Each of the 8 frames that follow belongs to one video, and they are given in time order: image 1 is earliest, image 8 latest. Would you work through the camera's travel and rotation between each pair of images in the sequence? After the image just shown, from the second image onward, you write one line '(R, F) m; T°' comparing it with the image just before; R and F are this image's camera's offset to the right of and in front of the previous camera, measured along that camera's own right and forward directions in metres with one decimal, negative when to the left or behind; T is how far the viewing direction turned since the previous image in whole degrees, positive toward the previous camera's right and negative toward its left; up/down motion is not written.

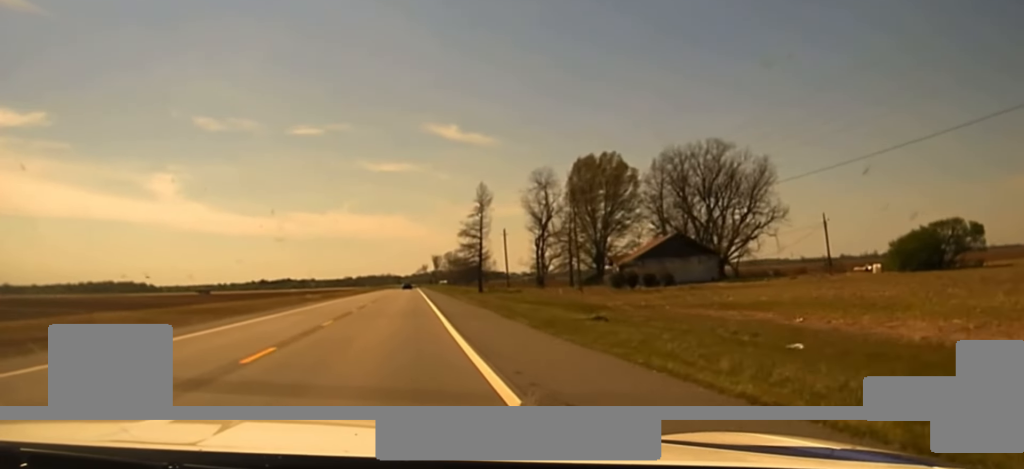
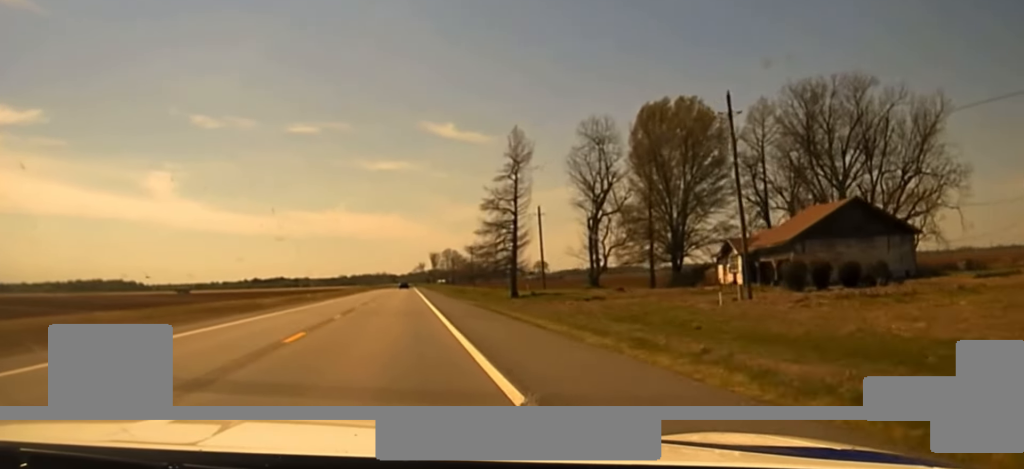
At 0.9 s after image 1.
(+0.1, +43.6) m; +1°
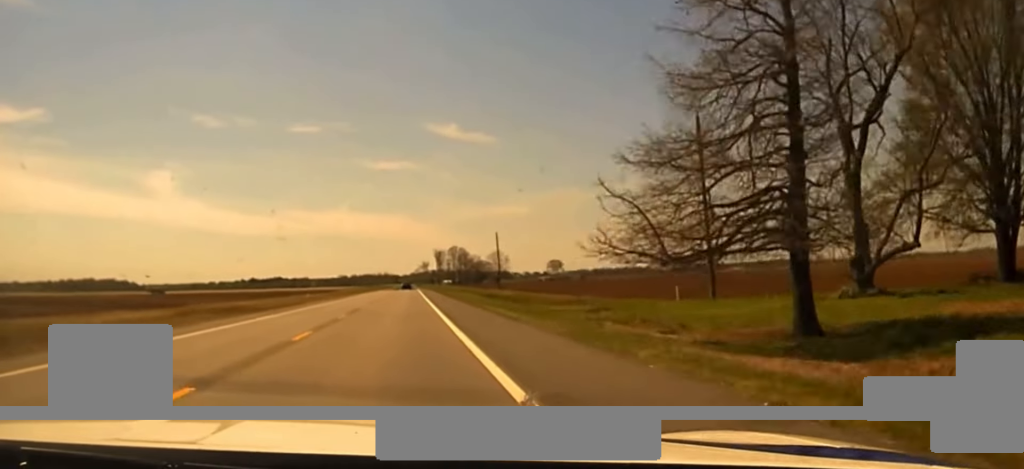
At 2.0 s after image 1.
(+0.7, +59.0) m; +1°
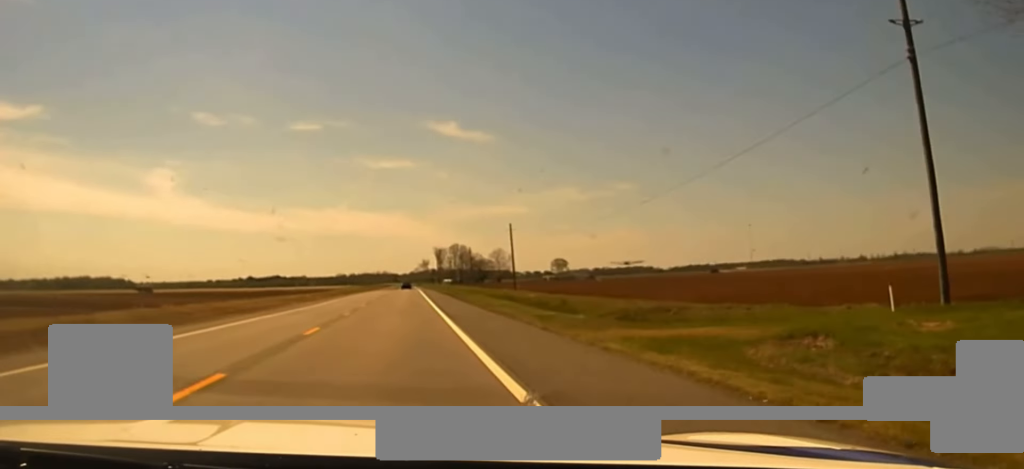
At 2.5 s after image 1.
(+0.1, +22.4) m; 0°
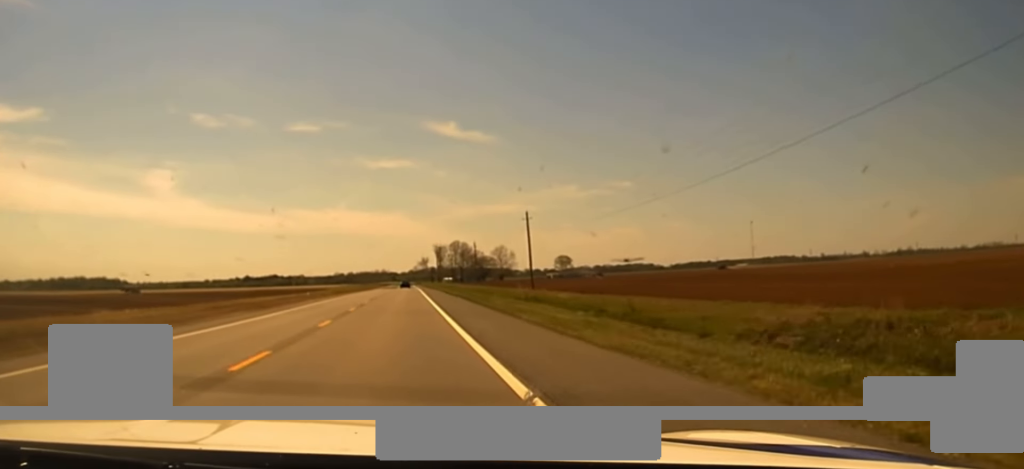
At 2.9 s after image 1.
(0.0, +20.4) m; 0°
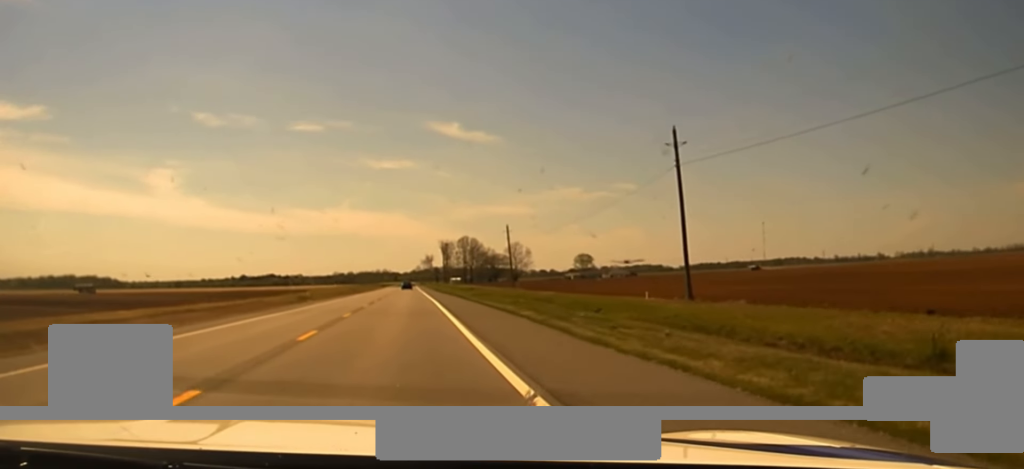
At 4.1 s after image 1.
(-0.5, +63.5) m; 0°
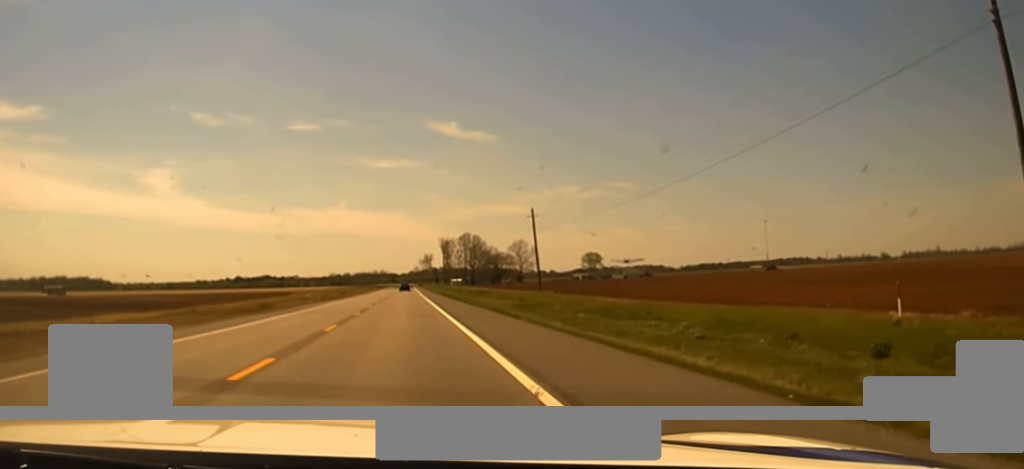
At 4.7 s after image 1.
(+0.1, +32.0) m; 0°
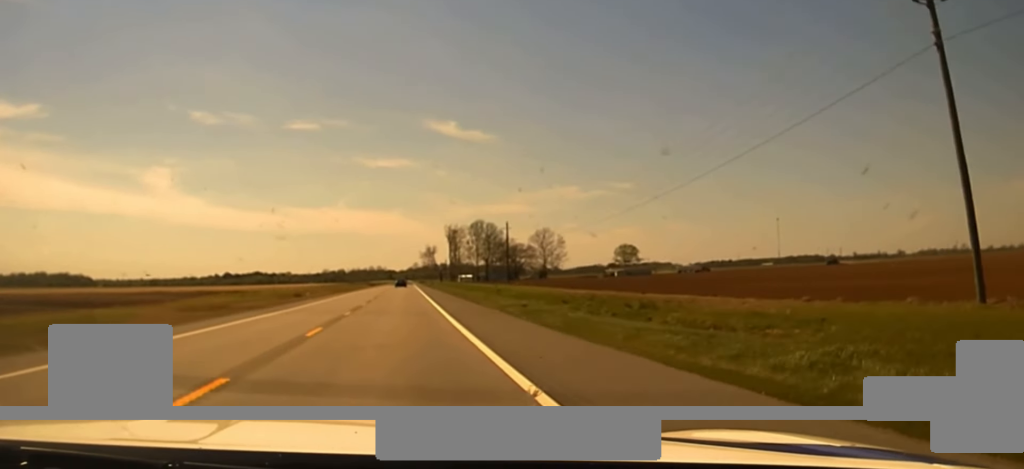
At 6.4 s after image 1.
(+0.6, +86.2) m; 0°
